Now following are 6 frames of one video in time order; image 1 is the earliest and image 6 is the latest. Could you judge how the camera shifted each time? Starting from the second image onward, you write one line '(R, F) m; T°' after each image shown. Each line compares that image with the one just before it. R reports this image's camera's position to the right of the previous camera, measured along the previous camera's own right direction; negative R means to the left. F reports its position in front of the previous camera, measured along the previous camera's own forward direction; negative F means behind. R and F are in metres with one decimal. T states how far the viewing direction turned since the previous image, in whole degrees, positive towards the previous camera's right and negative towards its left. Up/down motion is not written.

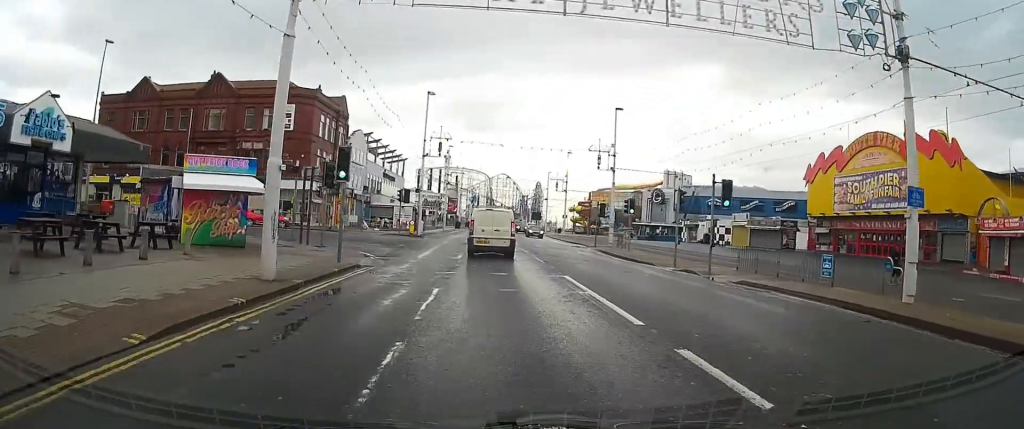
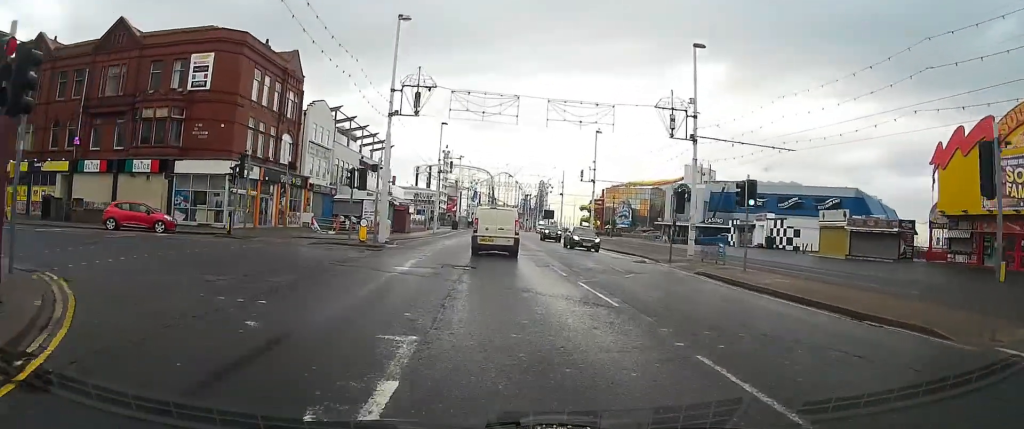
(-0.2, +19.1) m; -1°
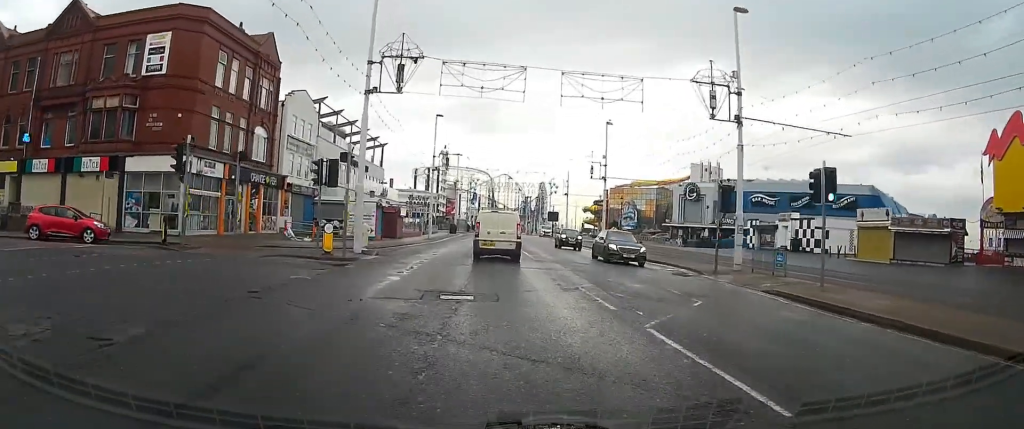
(0.0, +6.0) m; 0°
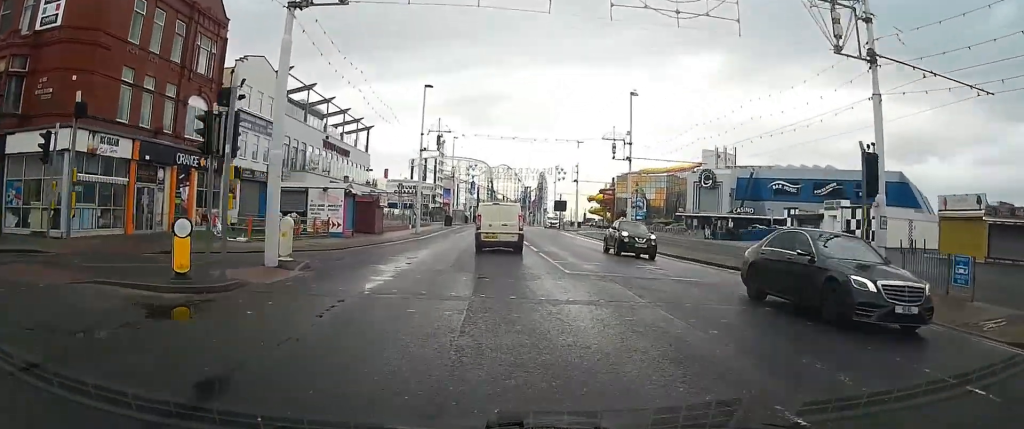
(0.0, +10.2) m; +1°
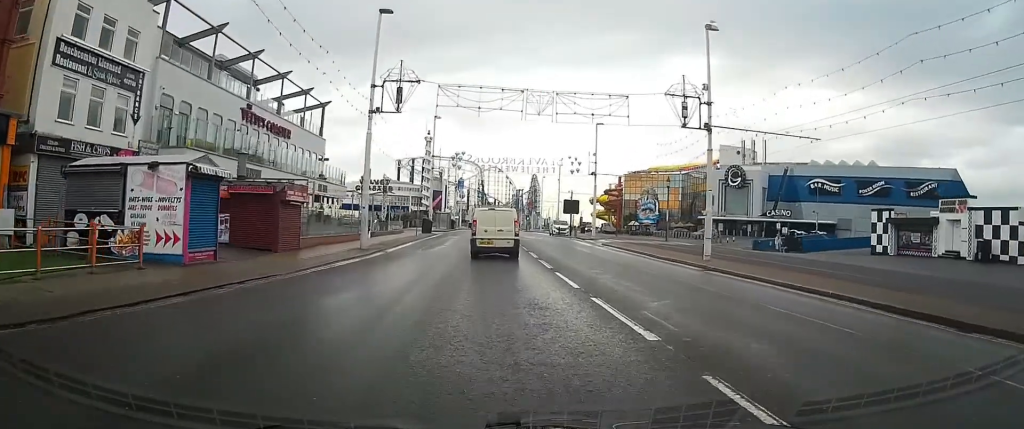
(+0.2, +18.9) m; +1°
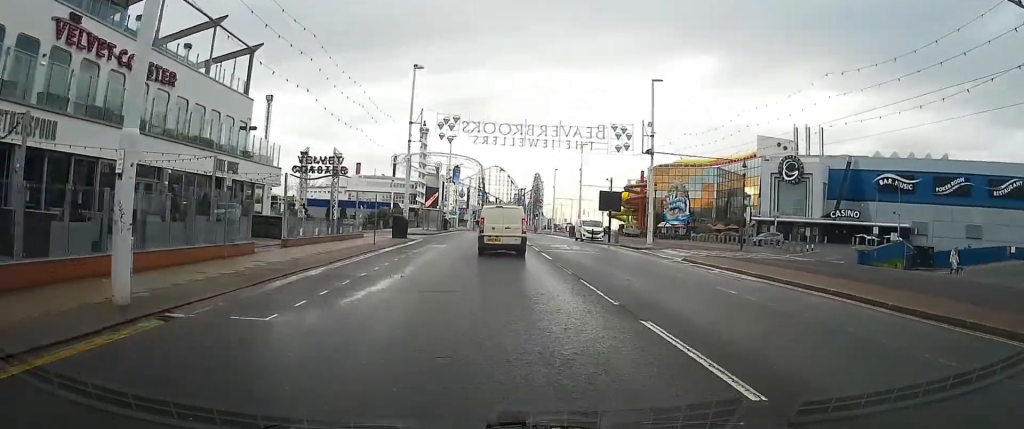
(+0.1, +20.6) m; 0°
